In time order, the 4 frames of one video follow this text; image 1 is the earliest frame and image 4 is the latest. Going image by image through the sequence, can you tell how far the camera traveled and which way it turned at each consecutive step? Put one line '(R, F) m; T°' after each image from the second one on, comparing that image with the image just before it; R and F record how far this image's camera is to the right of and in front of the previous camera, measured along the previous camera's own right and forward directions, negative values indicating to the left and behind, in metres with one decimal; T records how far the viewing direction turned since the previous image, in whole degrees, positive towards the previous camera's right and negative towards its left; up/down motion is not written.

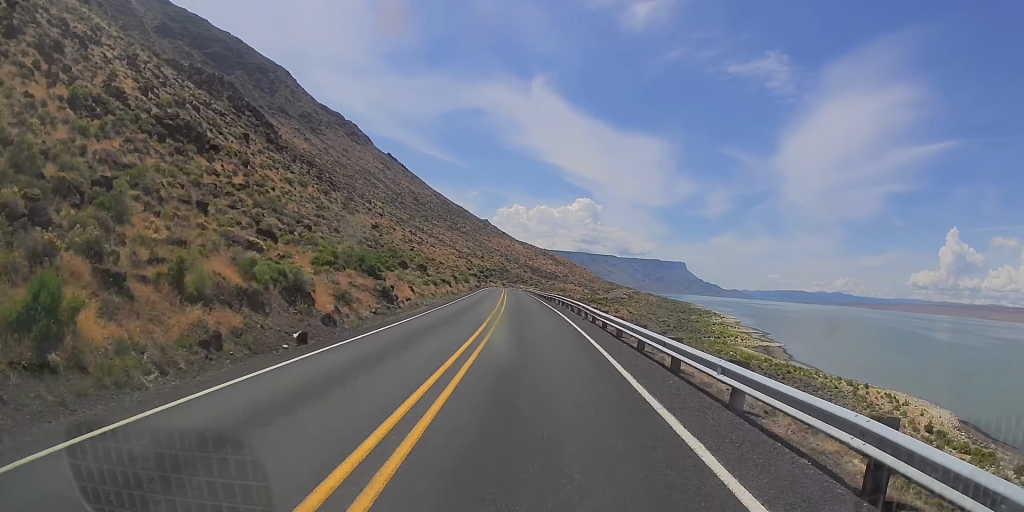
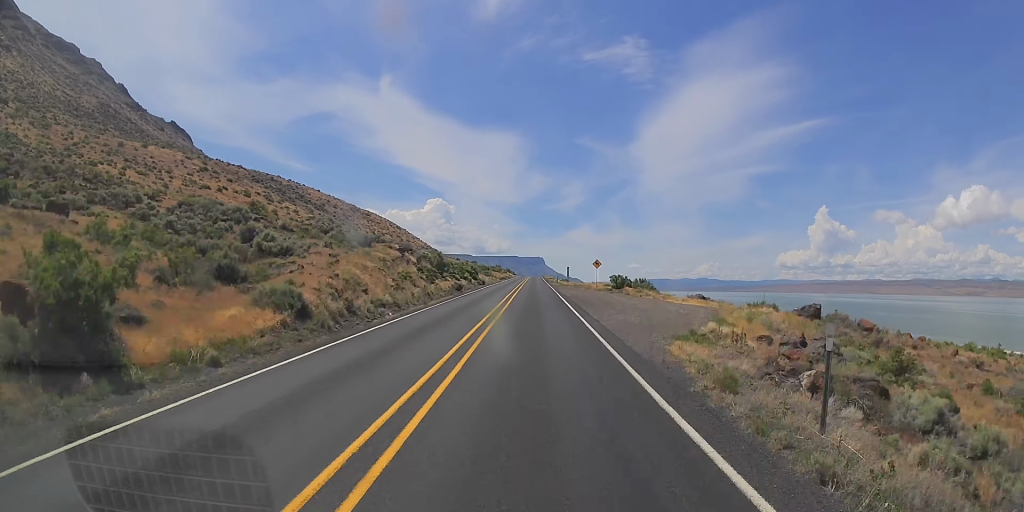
(+47.7, +526.9) m; +12°
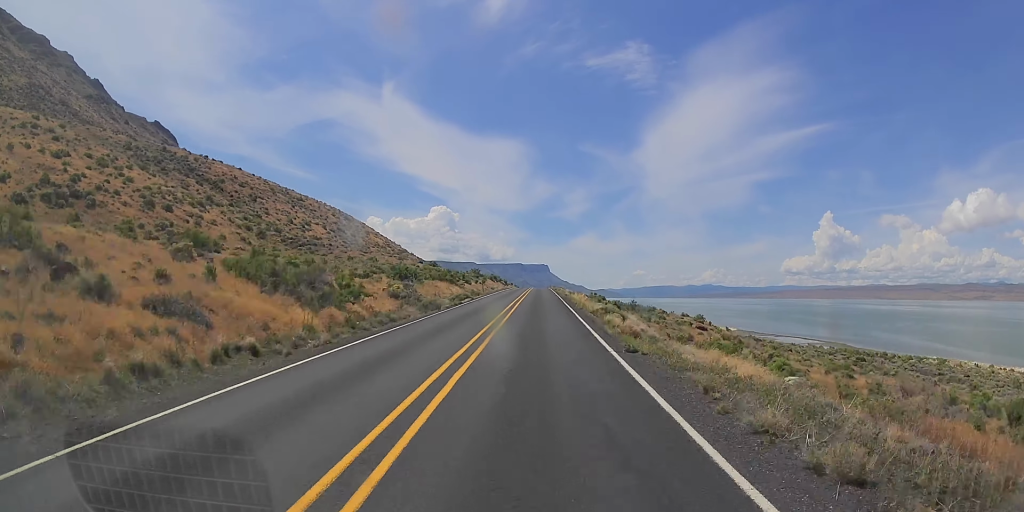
(-0.1, +85.9) m; 0°
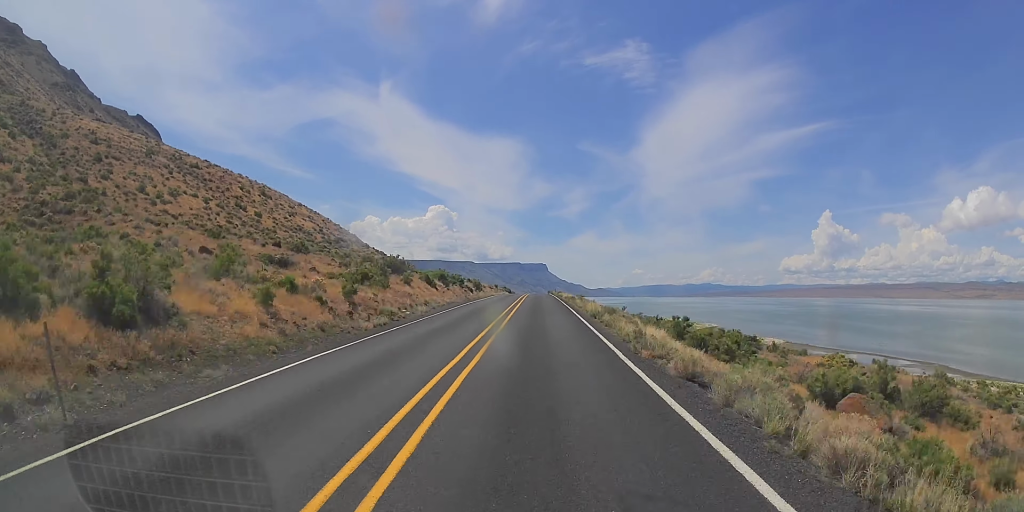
(-0.3, +64.1) m; 0°
